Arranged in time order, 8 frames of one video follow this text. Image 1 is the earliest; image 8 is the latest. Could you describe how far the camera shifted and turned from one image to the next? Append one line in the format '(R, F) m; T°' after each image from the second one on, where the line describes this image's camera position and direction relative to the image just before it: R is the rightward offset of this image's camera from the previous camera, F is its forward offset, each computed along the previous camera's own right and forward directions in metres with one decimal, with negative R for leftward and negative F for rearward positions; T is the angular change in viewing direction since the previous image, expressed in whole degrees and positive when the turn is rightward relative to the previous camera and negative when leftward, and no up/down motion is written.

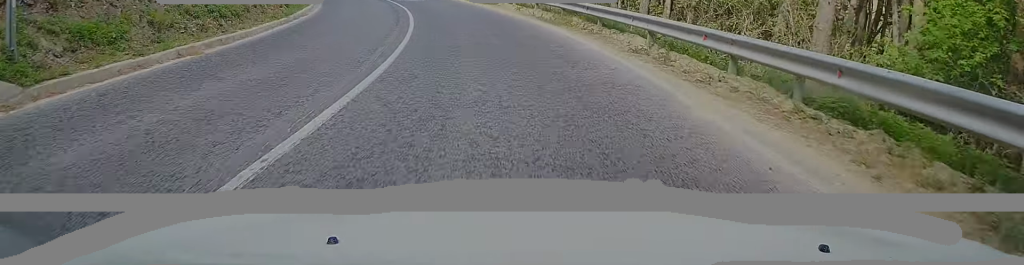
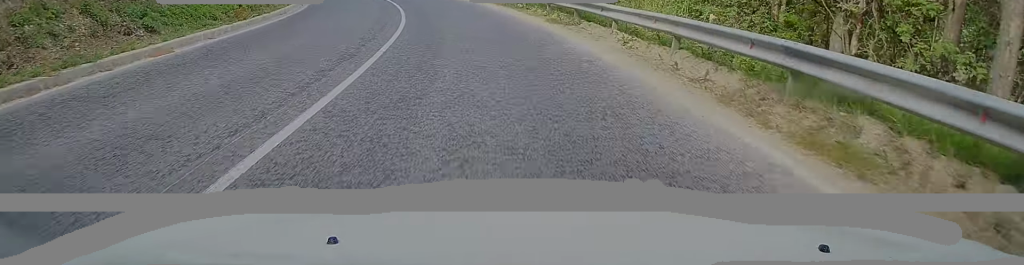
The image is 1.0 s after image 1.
(-0.6, +13.6) m; -8°
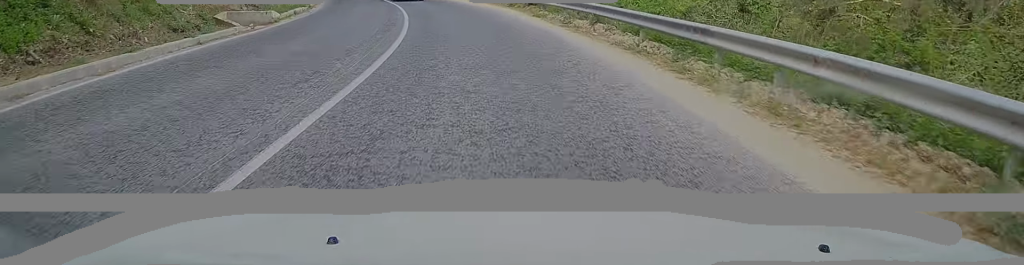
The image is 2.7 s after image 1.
(-3.3, +24.1) m; -15°
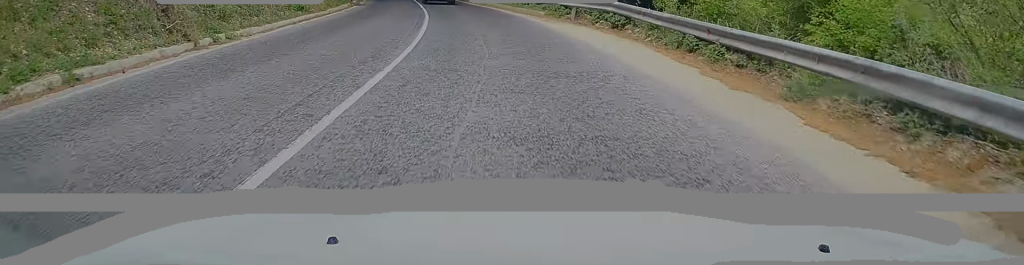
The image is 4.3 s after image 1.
(-2.3, +22.6) m; -10°
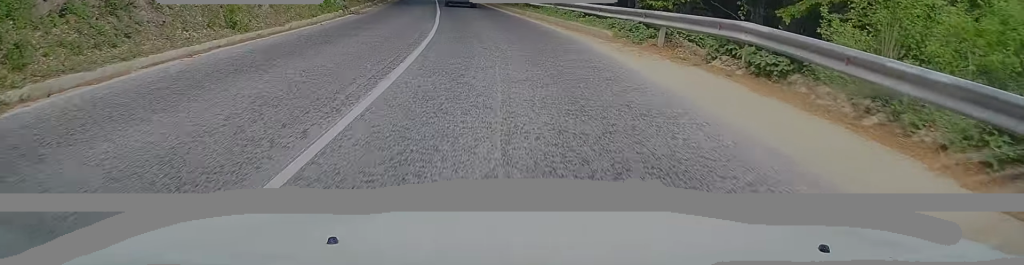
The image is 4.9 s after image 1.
(-0.1, +8.5) m; -3°
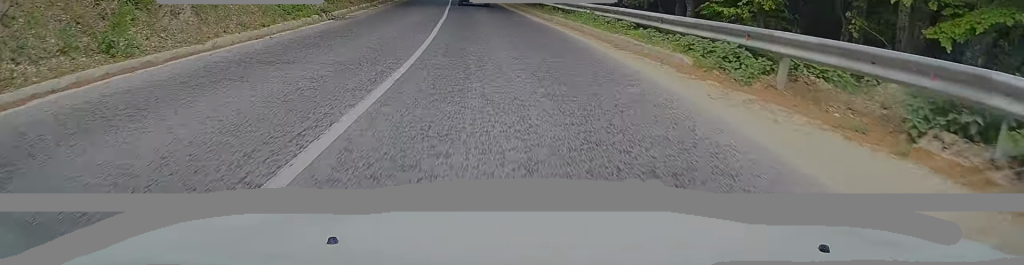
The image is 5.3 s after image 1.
(-0.3, +5.7) m; -1°
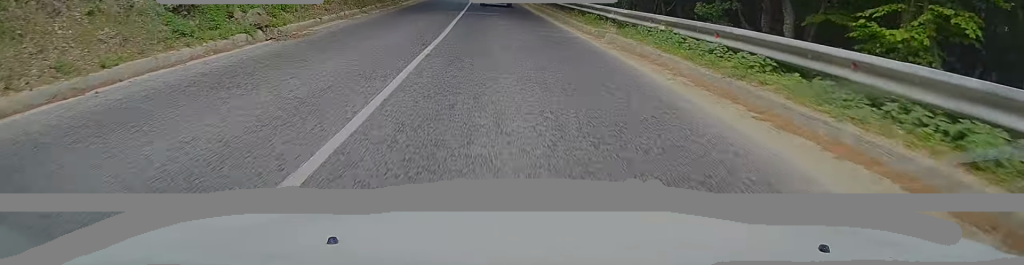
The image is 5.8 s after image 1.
(-0.2, +7.1) m; -2°
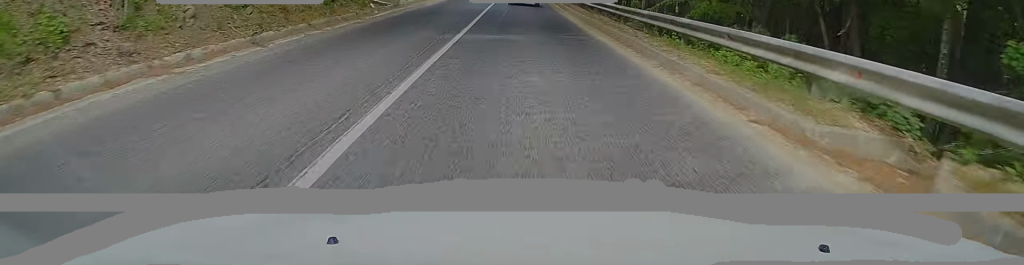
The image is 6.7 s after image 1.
(+0.1, +12.2) m; -1°
